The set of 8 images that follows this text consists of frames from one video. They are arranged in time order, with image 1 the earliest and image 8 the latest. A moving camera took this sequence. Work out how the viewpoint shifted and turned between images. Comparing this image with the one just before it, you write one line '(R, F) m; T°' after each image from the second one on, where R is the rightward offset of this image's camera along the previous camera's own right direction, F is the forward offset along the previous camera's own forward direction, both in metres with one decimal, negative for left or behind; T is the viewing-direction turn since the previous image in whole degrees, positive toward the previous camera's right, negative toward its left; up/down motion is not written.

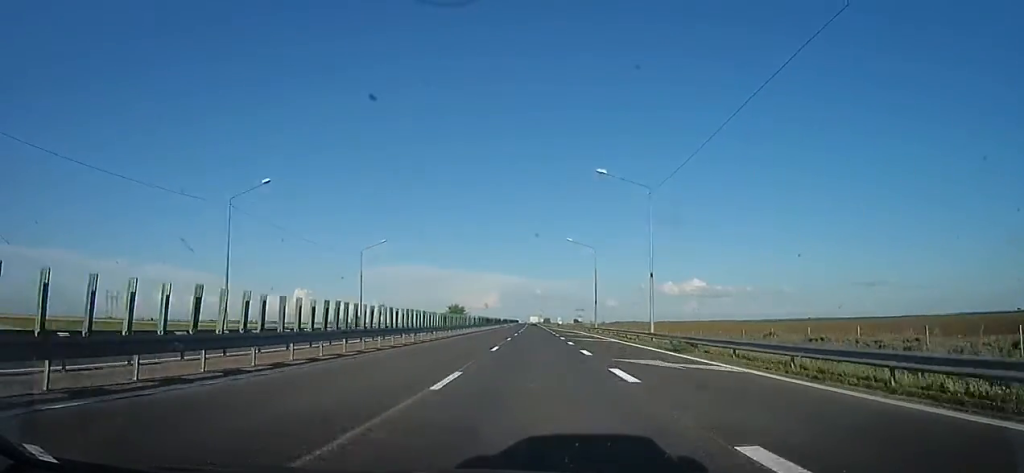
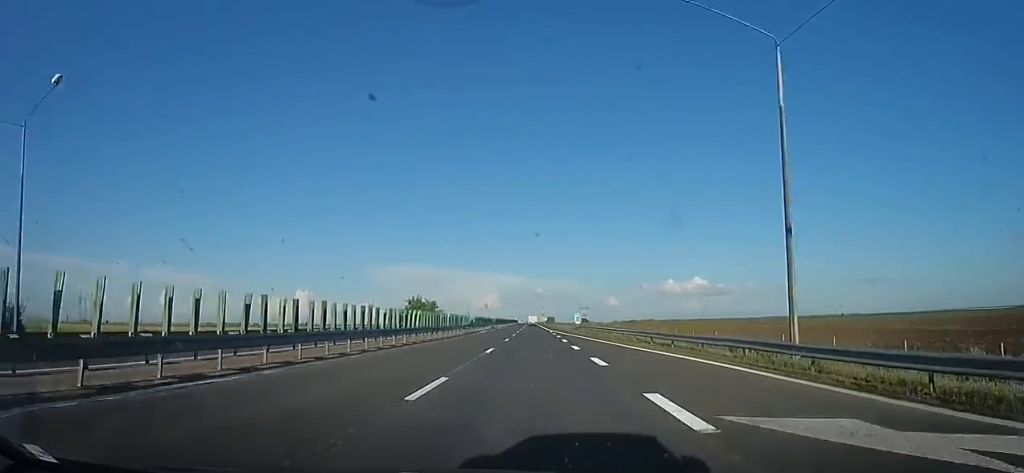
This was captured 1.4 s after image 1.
(+0.6, +49.9) m; -1°
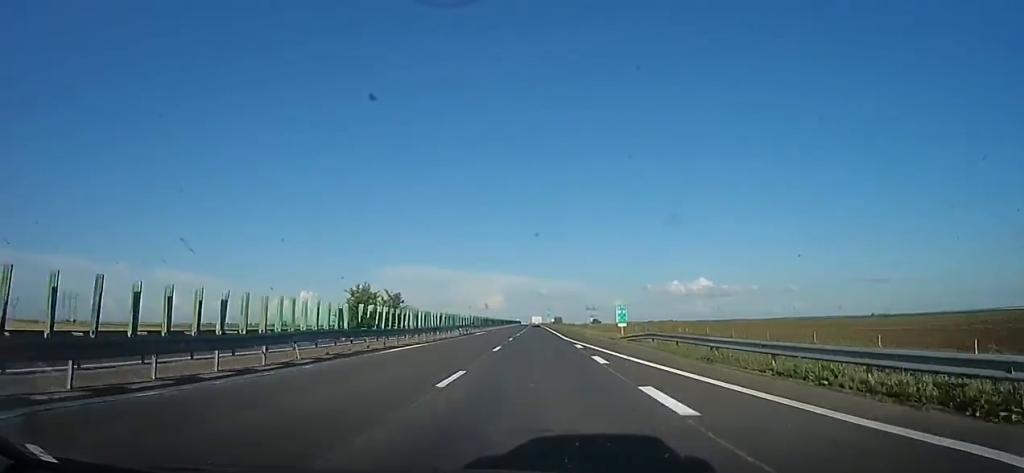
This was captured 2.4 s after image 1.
(-0.9, +34.4) m; -1°
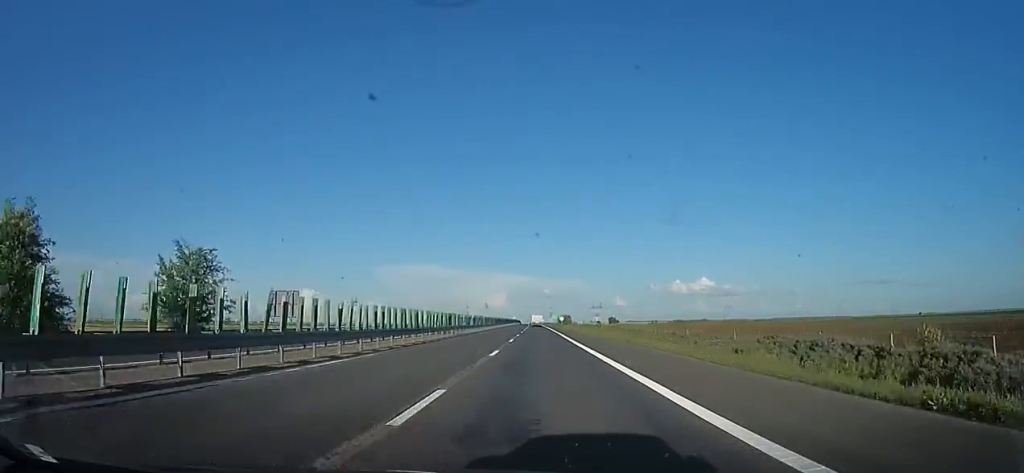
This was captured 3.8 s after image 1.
(+1.8, +51.2) m; +2°
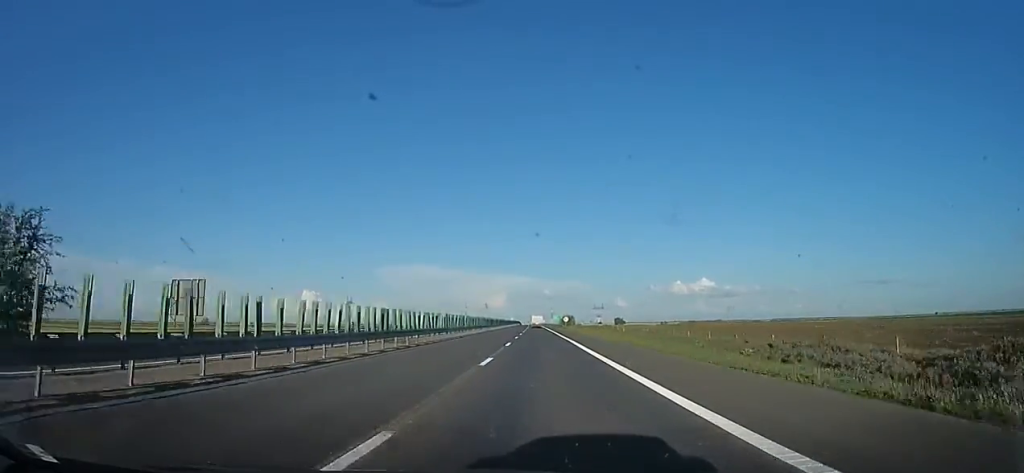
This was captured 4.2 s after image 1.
(+0.1, +15.3) m; -1°
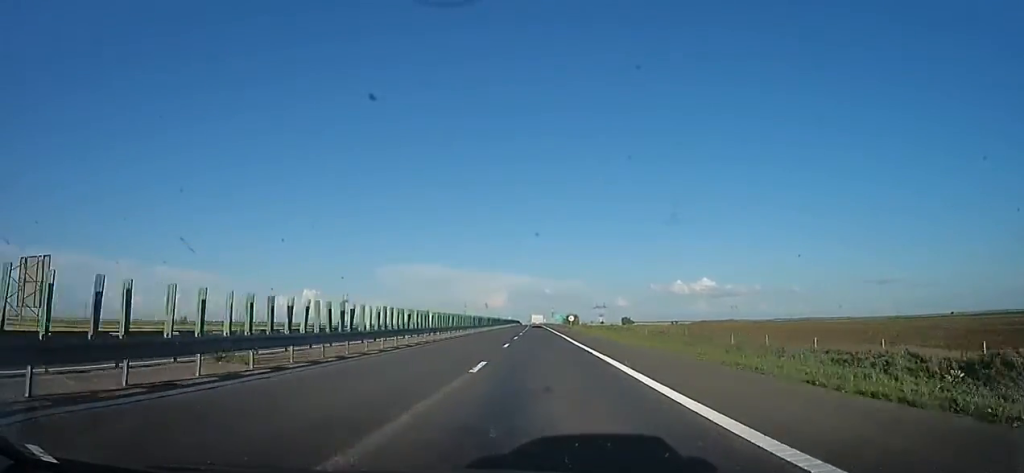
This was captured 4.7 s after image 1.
(-0.6, +14.1) m; -1°
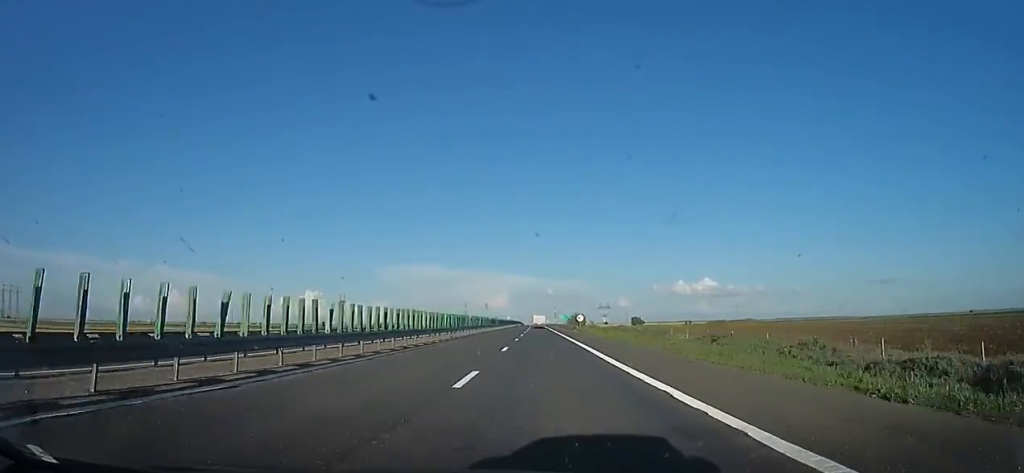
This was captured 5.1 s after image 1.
(-0.3, +14.8) m; -1°
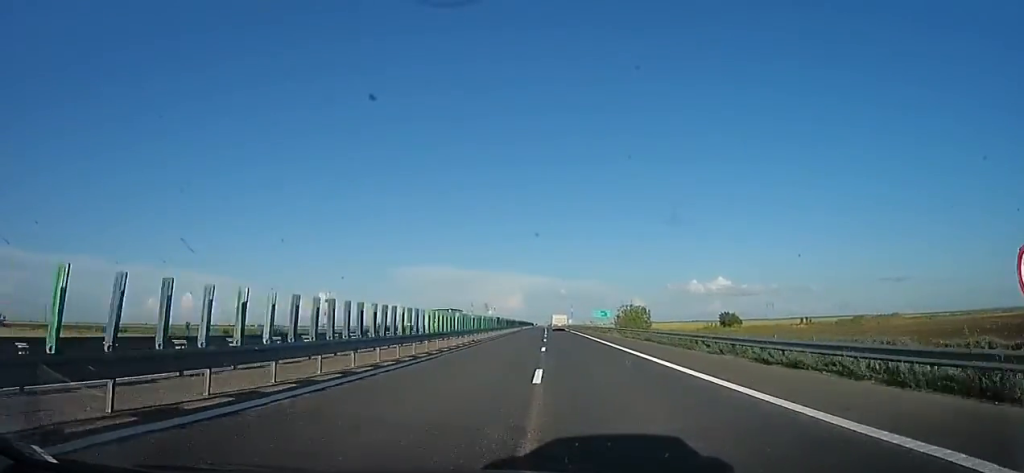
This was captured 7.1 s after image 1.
(+3.4, +70.5) m; 0°
